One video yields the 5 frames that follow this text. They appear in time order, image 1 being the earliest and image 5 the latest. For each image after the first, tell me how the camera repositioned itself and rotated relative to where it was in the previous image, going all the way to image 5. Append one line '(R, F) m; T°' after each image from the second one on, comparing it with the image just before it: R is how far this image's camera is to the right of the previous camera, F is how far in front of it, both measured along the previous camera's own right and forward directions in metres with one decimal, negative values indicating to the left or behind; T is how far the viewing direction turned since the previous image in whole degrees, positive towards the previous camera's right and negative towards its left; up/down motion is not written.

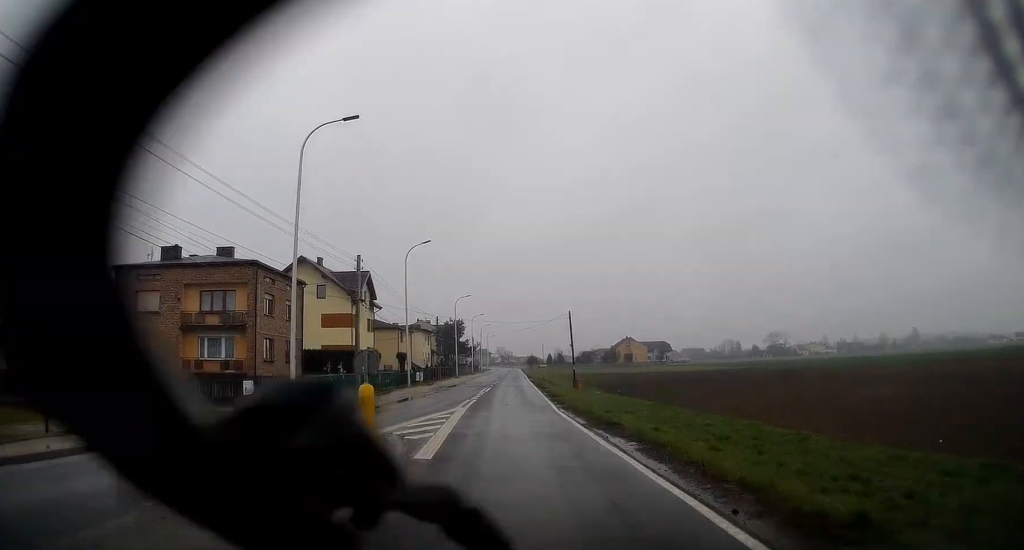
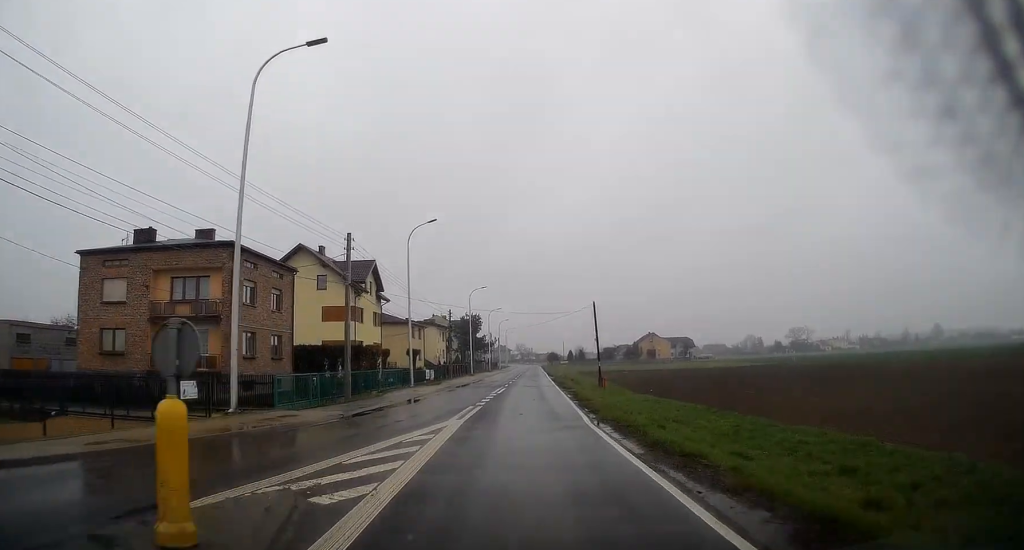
(+0.2, +5.8) m; 0°
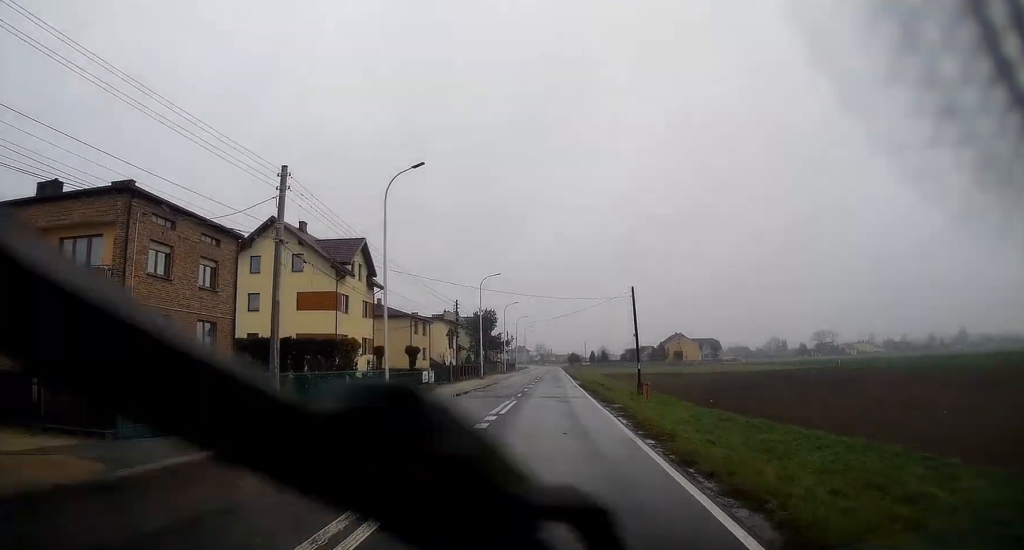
(-0.4, +11.4) m; -2°
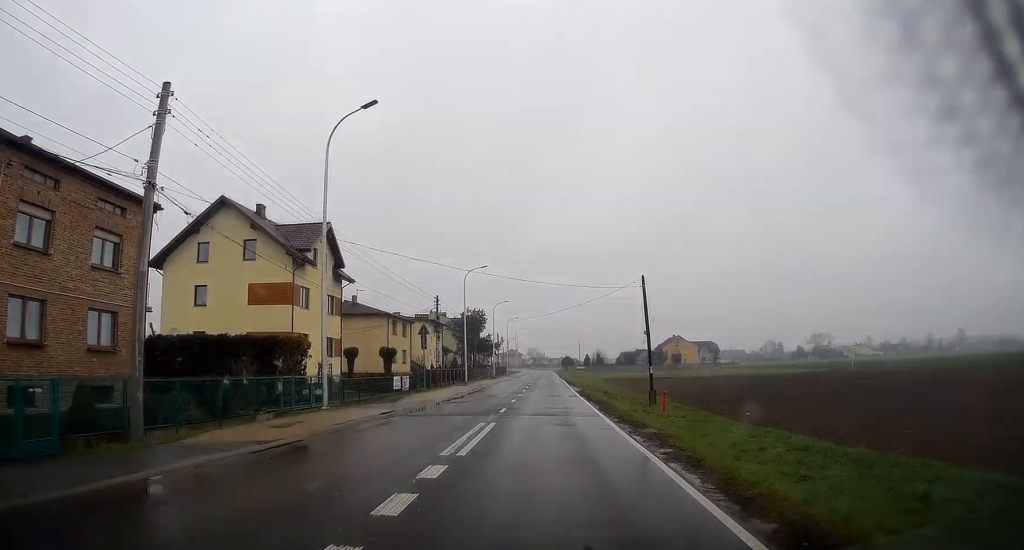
(0.0, +7.5) m; -1°
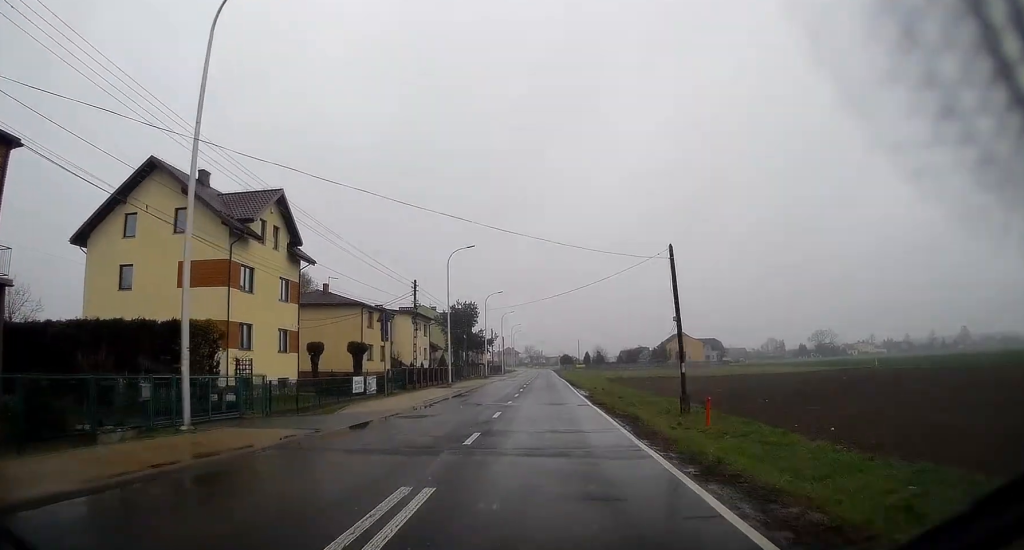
(-0.1, +8.6) m; 0°
